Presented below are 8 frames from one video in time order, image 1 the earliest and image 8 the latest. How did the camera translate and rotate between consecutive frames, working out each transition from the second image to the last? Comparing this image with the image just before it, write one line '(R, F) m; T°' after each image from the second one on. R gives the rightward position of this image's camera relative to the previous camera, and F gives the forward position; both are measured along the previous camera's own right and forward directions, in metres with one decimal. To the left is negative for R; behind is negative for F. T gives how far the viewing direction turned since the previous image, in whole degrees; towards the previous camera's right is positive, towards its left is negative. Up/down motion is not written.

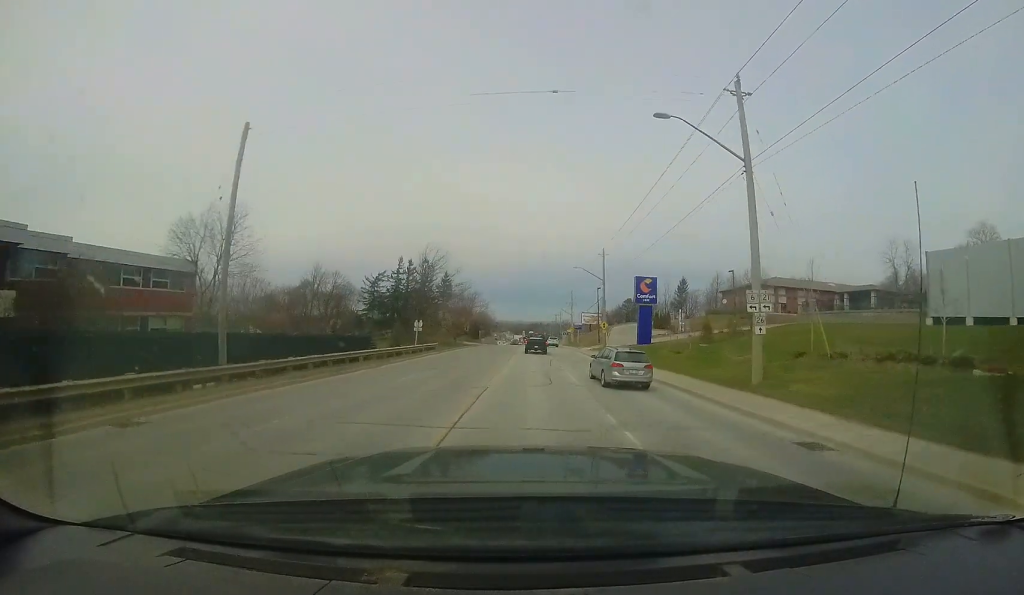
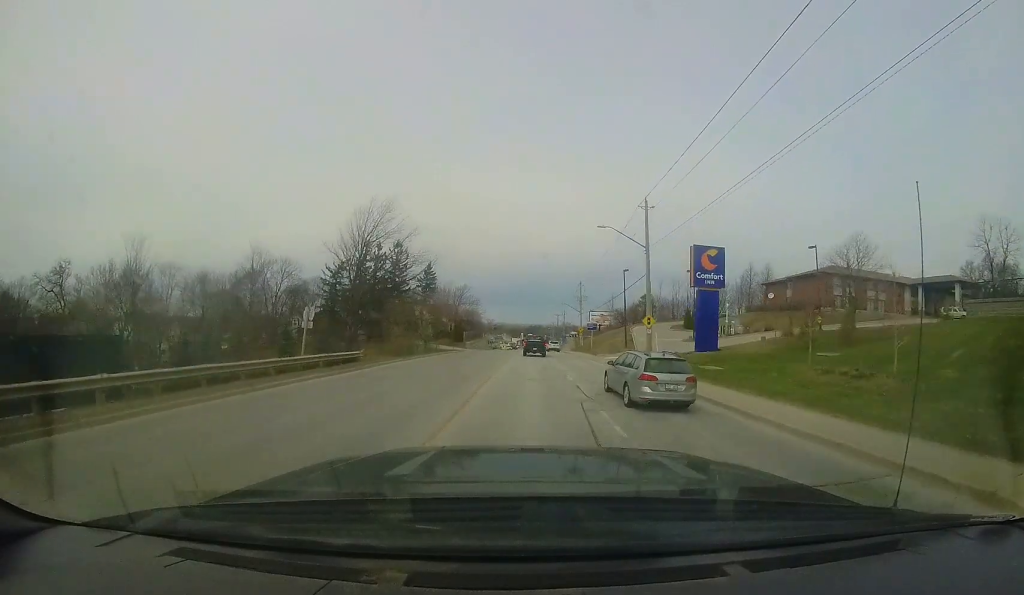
(-0.1, +17.3) m; 0°
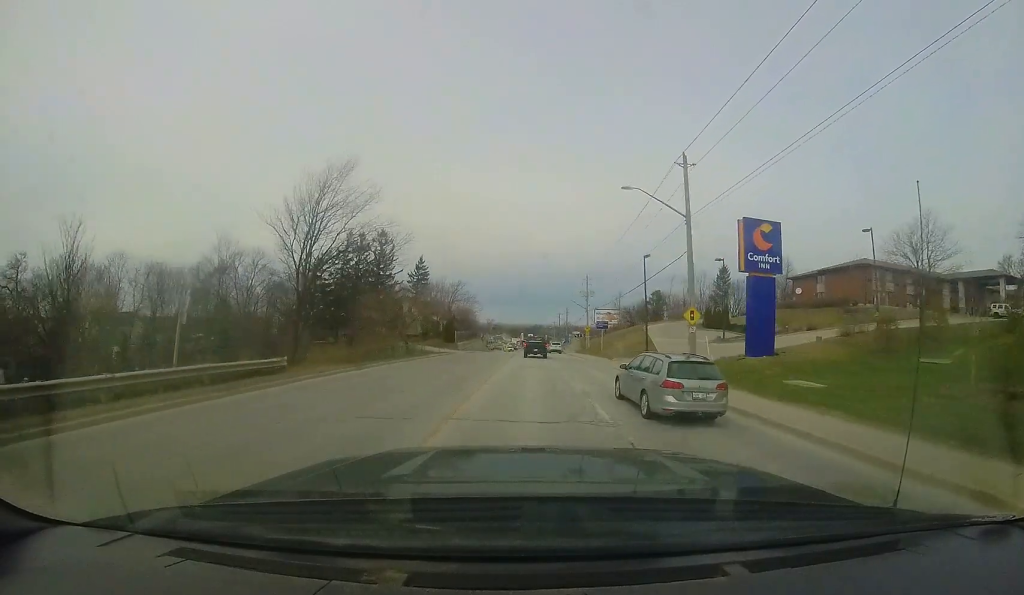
(-0.1, +7.3) m; 0°
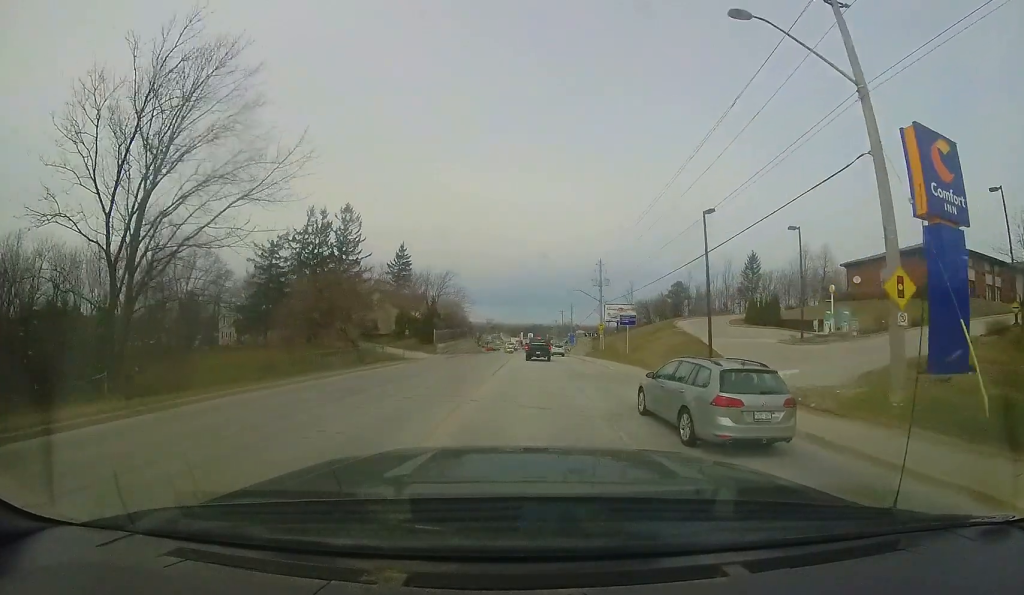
(+0.3, +12.1) m; 0°
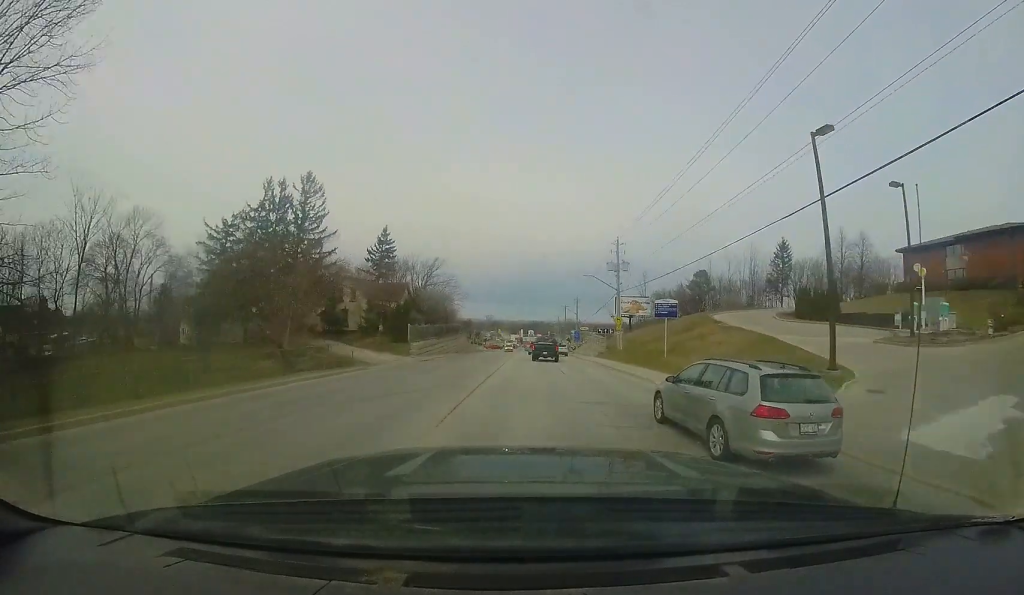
(-0.2, +9.5) m; 0°
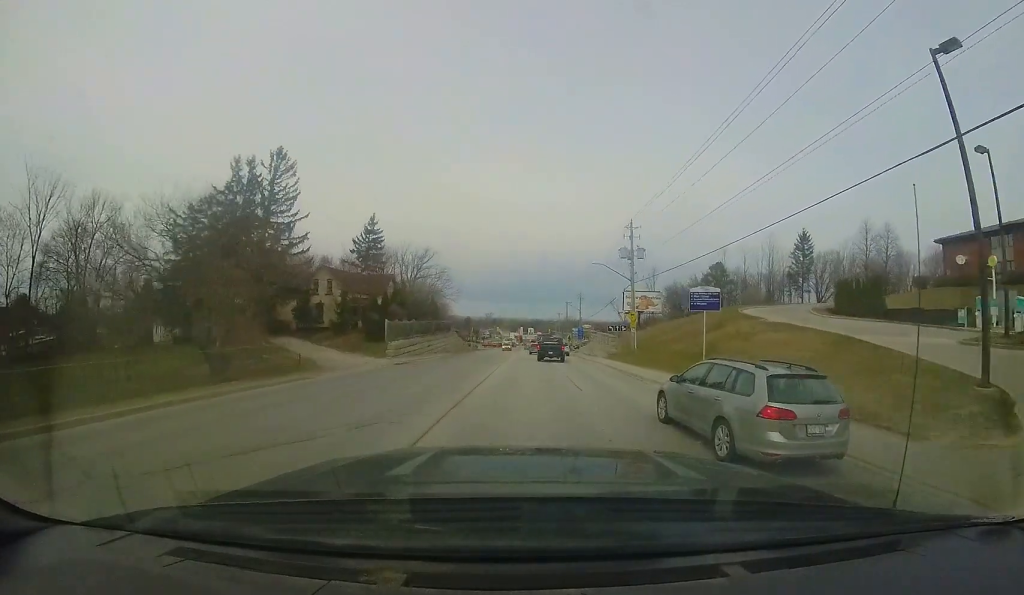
(-0.1, +5.9) m; 0°
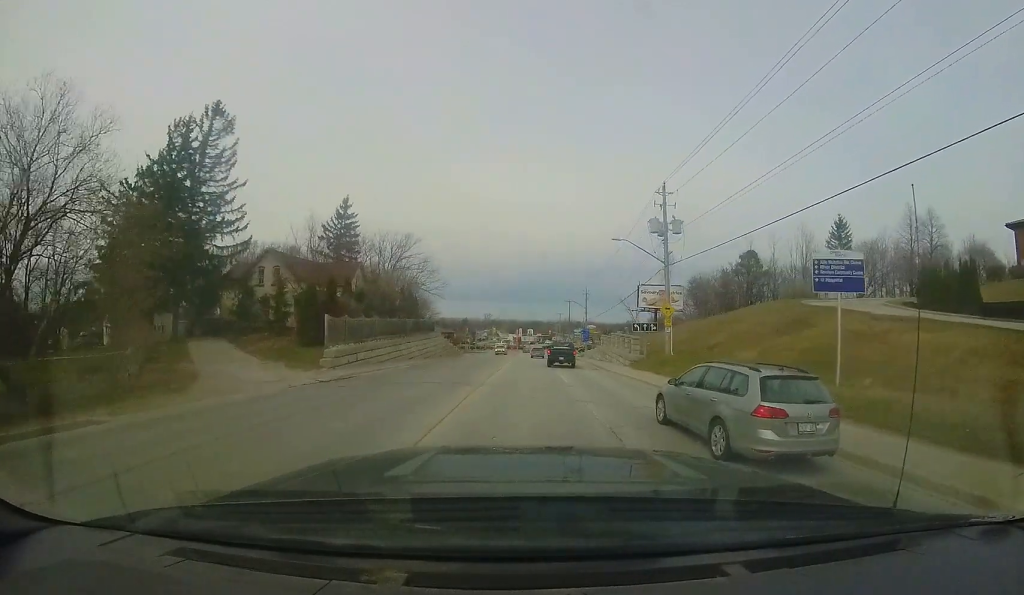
(+0.2, +9.2) m; 0°
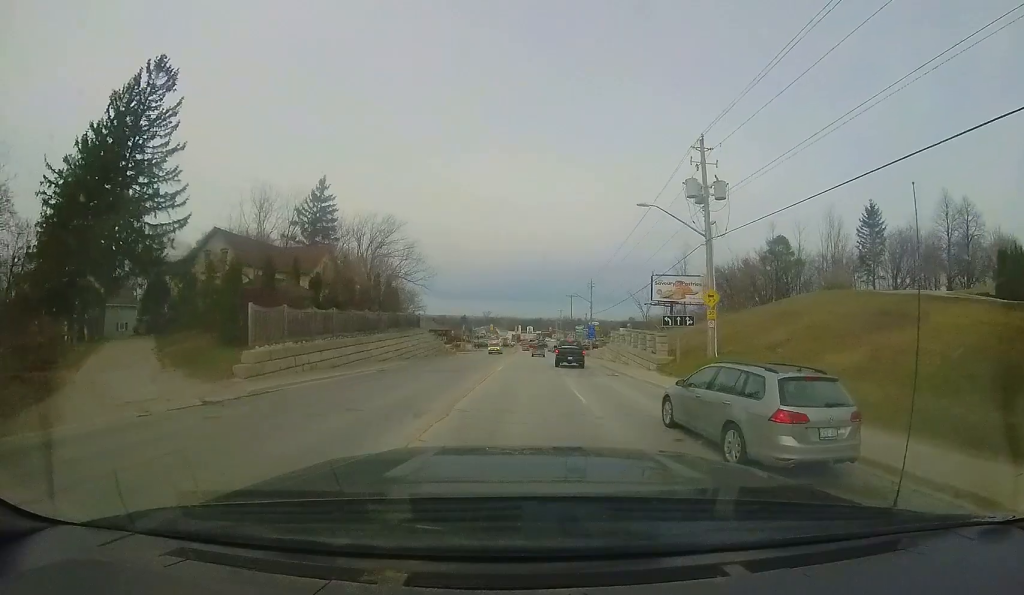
(-0.1, +6.1) m; +1°
